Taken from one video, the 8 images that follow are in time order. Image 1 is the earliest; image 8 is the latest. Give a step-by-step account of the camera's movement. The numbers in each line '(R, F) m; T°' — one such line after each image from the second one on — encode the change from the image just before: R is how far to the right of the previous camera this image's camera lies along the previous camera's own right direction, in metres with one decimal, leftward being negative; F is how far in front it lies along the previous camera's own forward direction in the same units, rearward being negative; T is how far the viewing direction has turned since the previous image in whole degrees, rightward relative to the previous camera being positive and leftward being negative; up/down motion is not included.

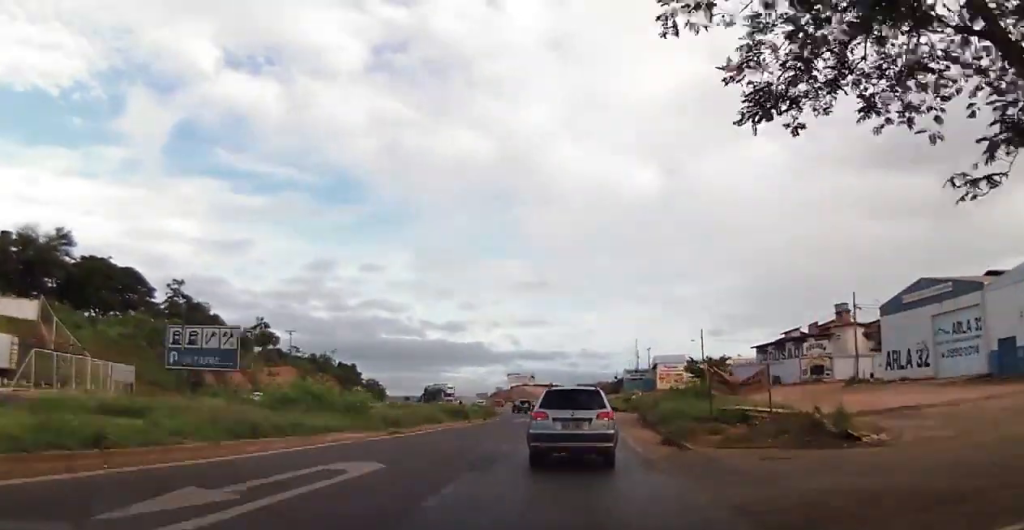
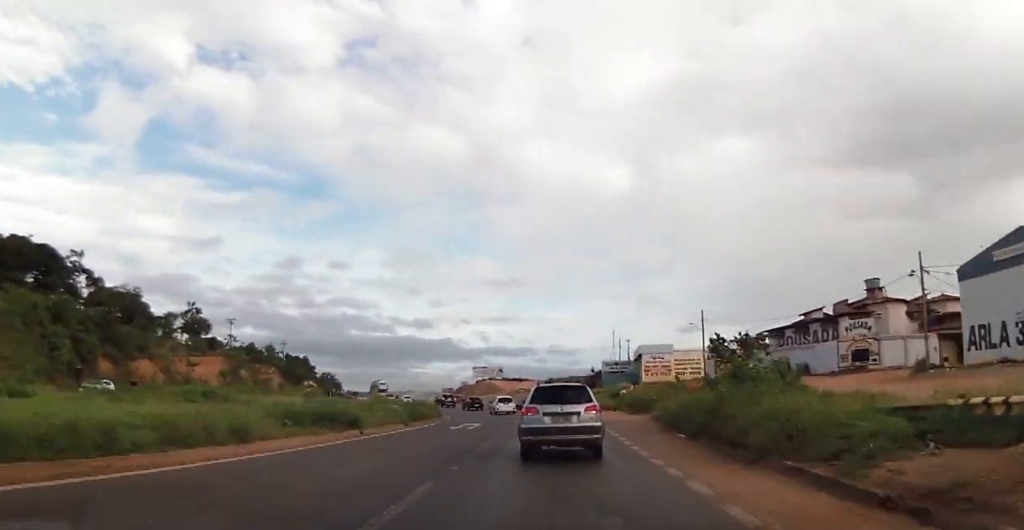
(+0.6, +17.8) m; +2°
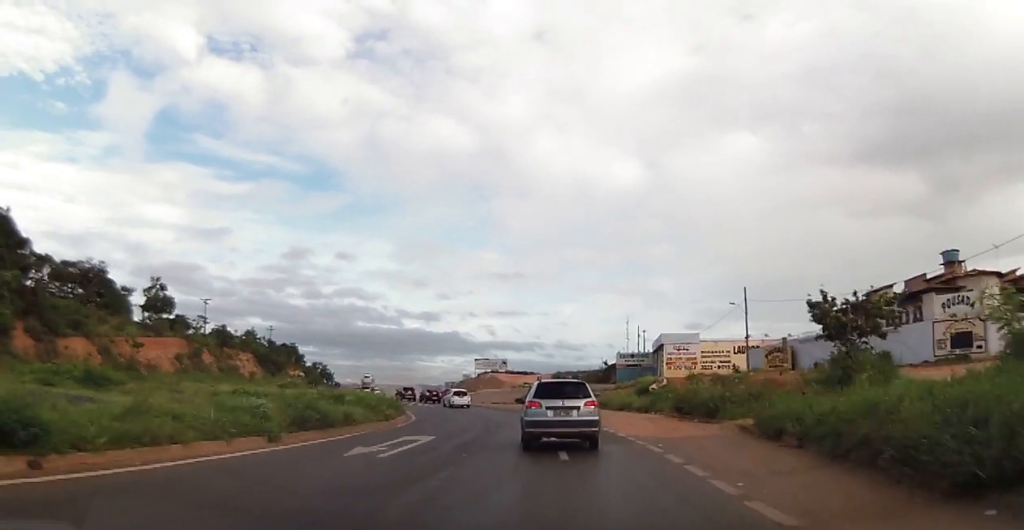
(0.0, +15.2) m; -1°
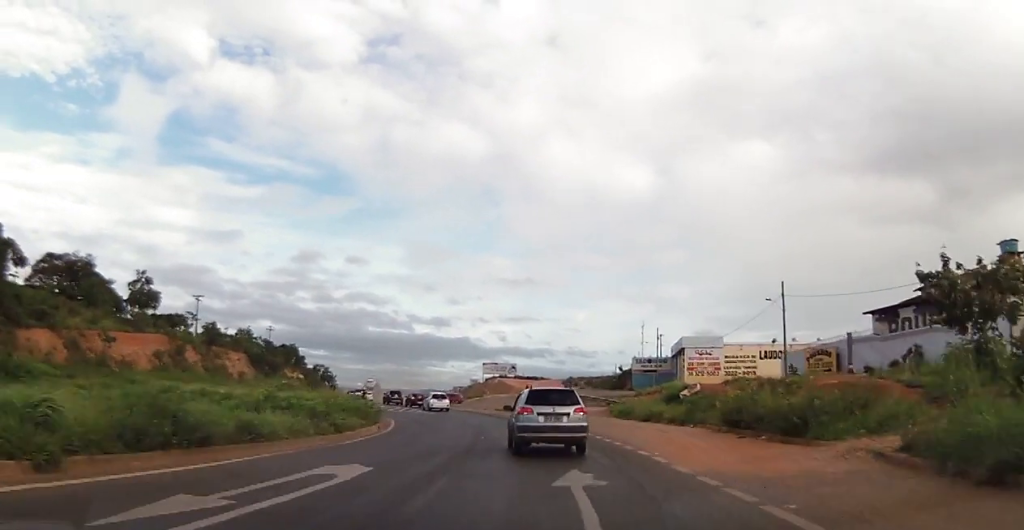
(+0.1, +7.9) m; -1°
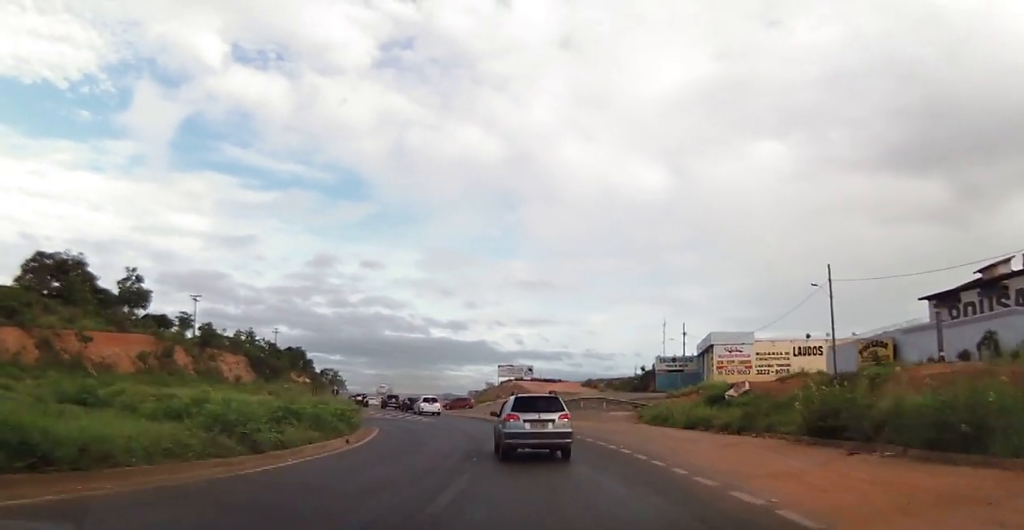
(-0.3, +7.2) m; -1°
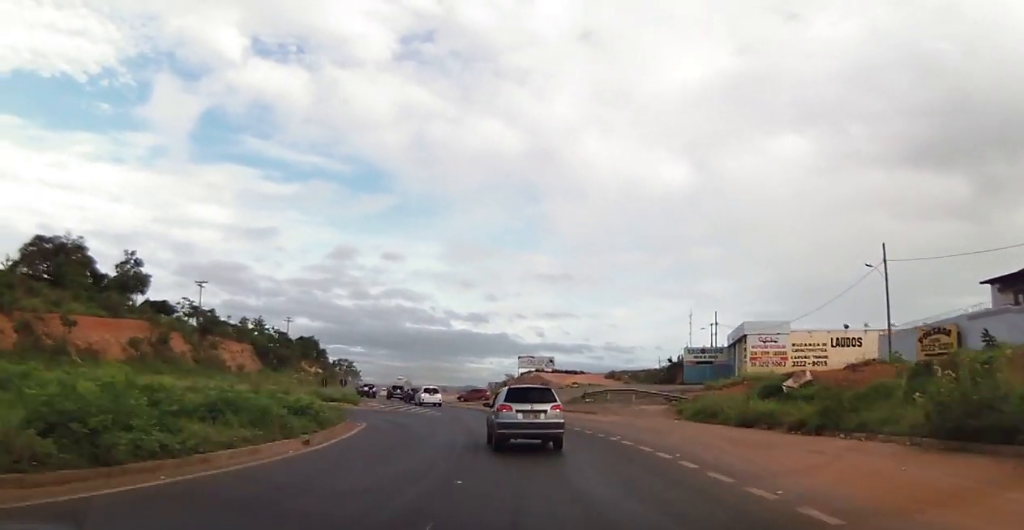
(-0.1, +5.8) m; -1°
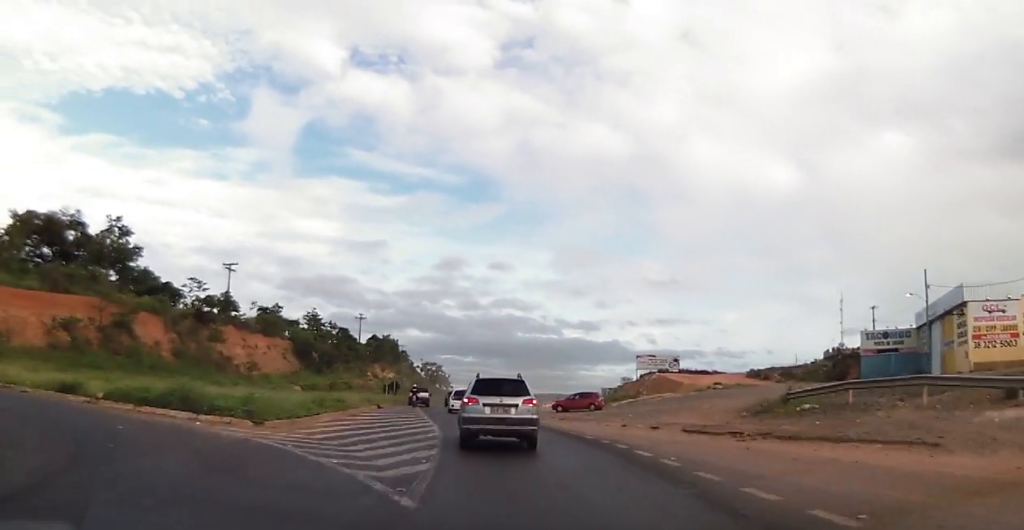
(-2.0, +26.8) m; -8°
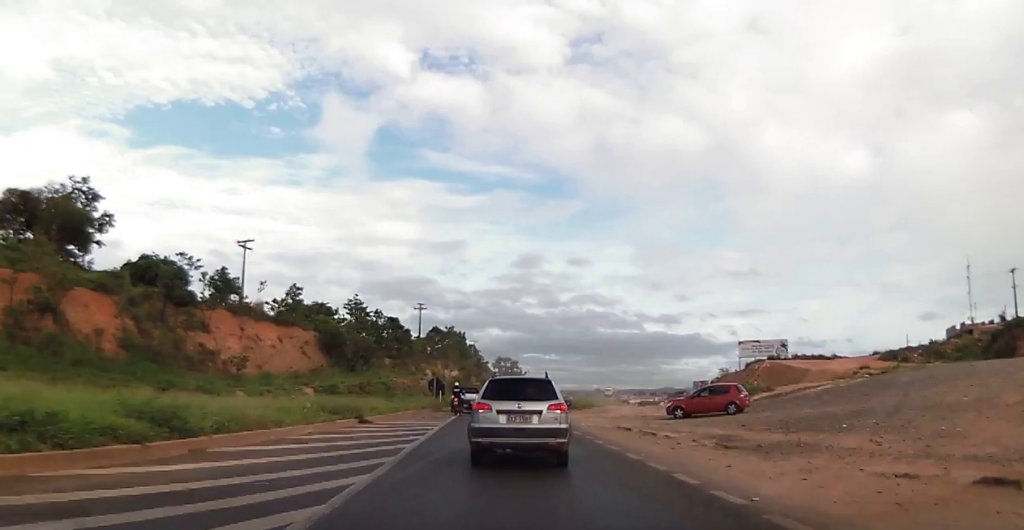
(-0.5, +18.1) m; -5°
